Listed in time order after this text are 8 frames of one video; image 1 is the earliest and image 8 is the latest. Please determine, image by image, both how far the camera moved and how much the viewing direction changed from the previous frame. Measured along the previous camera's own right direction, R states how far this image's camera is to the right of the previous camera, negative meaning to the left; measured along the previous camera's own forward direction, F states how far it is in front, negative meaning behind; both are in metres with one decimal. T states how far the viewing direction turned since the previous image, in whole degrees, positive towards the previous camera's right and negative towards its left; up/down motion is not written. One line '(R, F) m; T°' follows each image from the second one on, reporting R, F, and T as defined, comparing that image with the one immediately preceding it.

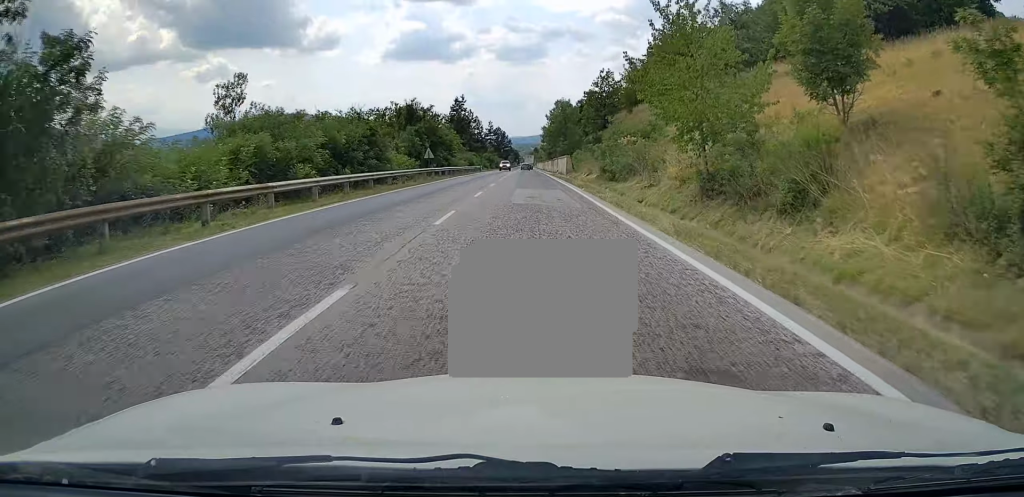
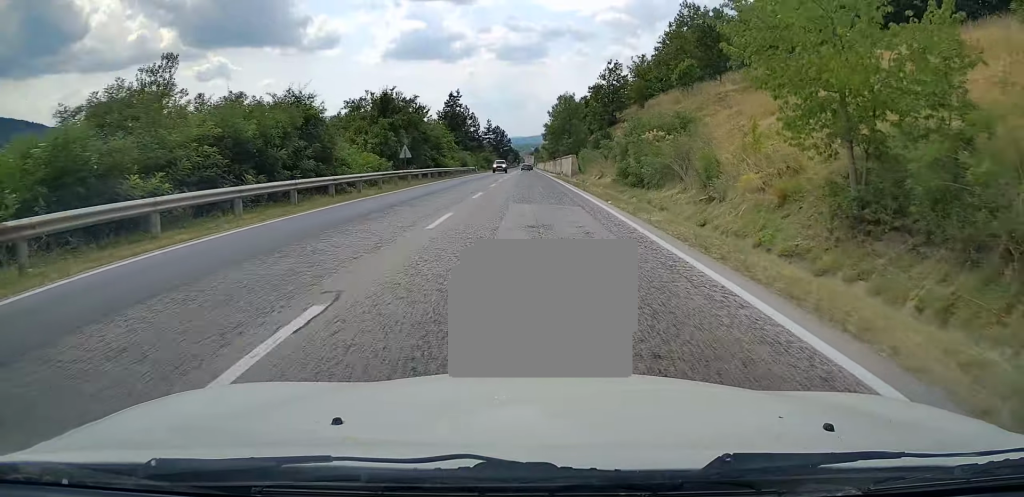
(0.0, +9.7) m; 0°
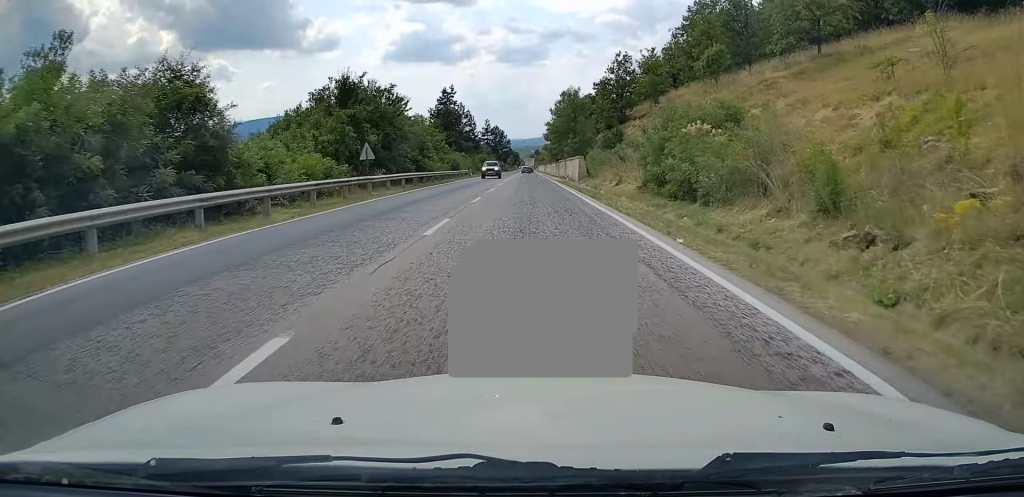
(0.0, +9.7) m; 0°
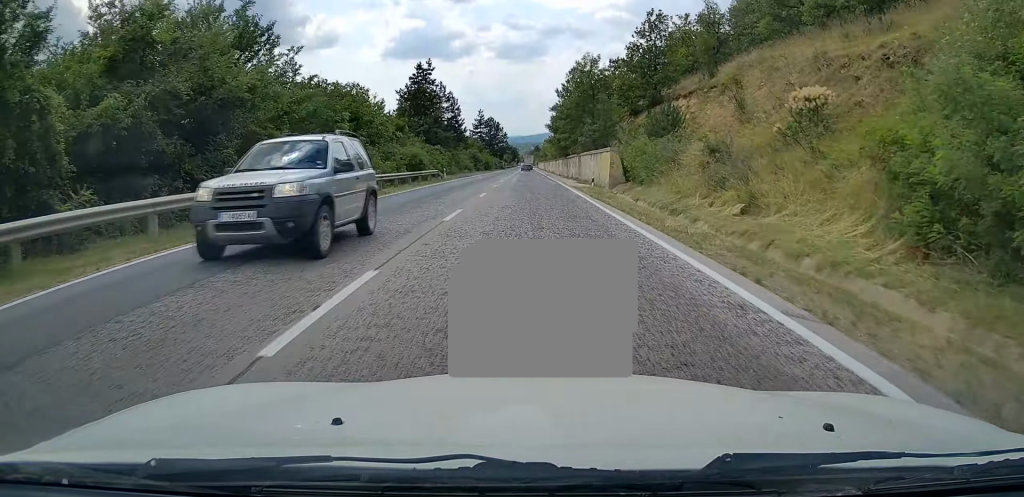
(+0.1, +24.5) m; 0°
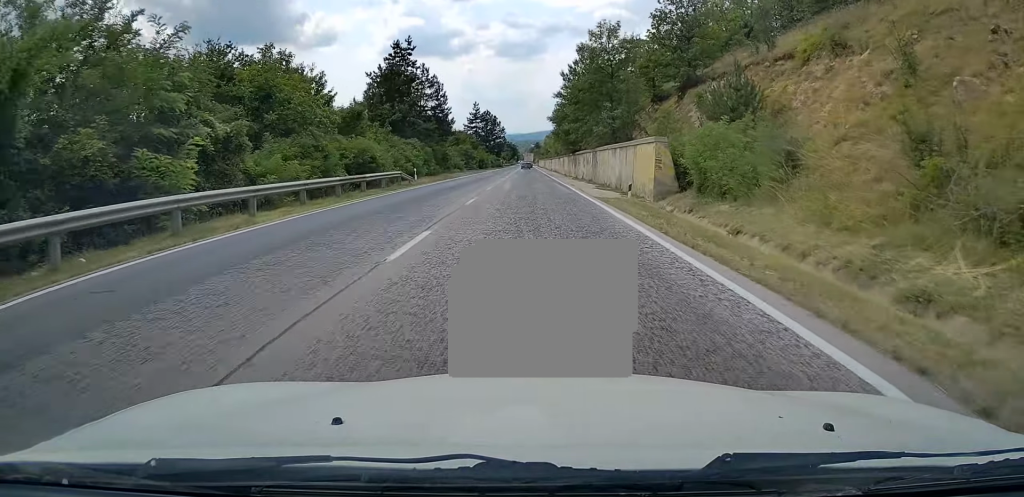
(0.0, +14.2) m; 0°
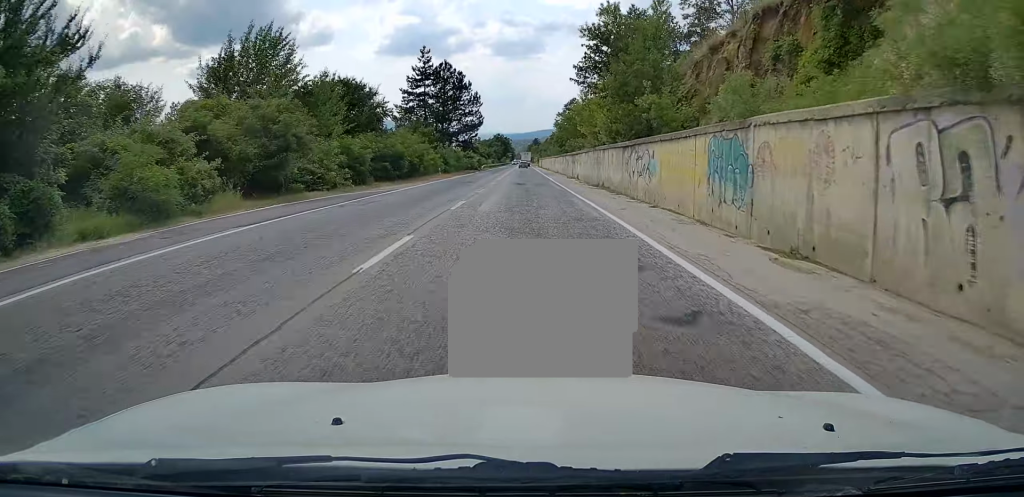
(-0.1, +72.4) m; 0°
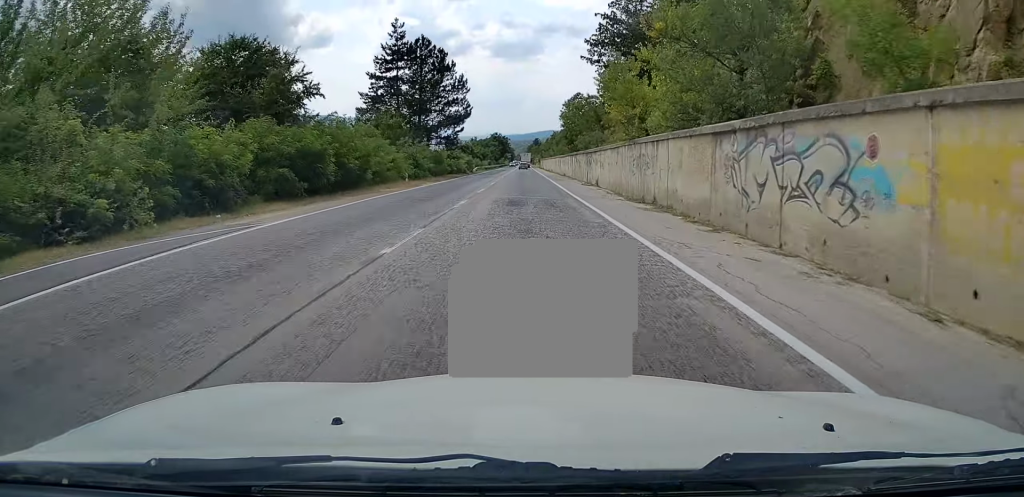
(0.0, +16.3) m; 0°
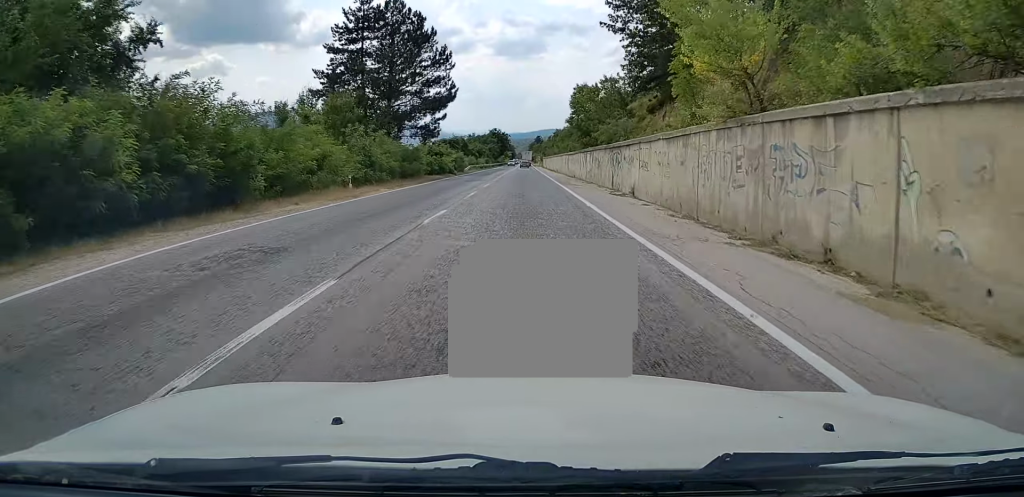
(0.0, +14.1) m; 0°
